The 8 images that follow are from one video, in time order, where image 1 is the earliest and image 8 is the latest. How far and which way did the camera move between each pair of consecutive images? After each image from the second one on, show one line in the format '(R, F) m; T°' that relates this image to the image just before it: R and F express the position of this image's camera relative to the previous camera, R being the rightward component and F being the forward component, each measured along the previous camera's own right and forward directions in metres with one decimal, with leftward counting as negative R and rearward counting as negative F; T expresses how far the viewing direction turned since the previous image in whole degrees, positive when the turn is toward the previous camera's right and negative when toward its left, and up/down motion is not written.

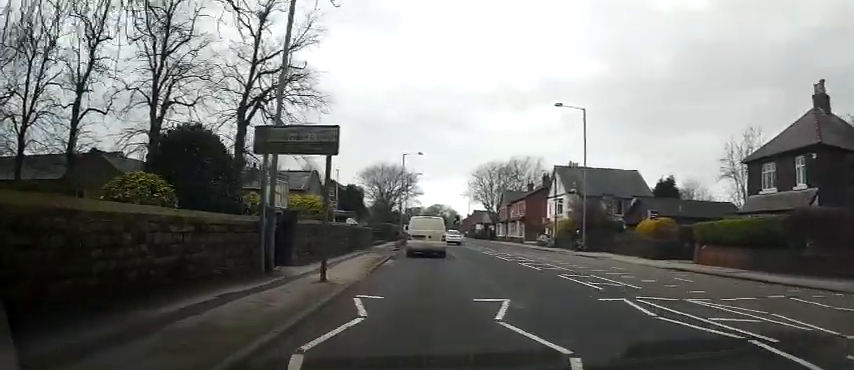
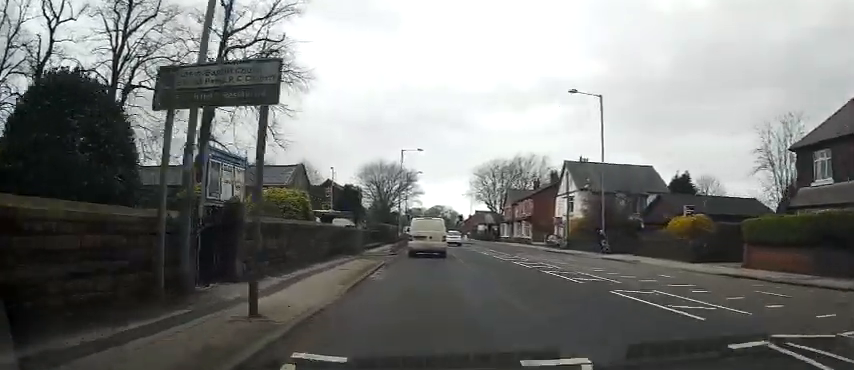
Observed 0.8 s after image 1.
(+0.1, +4.1) m; +5°
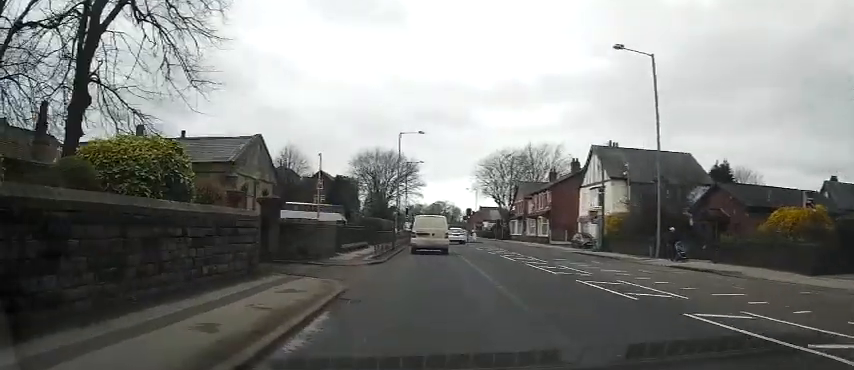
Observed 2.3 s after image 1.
(+0.4, +9.6) m; -1°
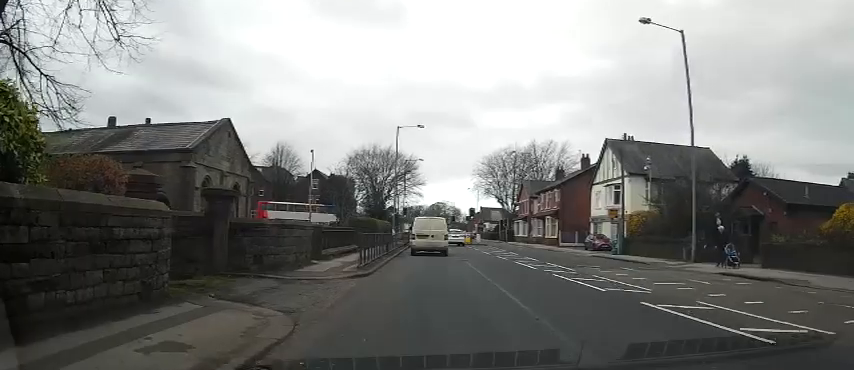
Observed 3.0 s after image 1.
(-0.1, +4.5) m; -4°
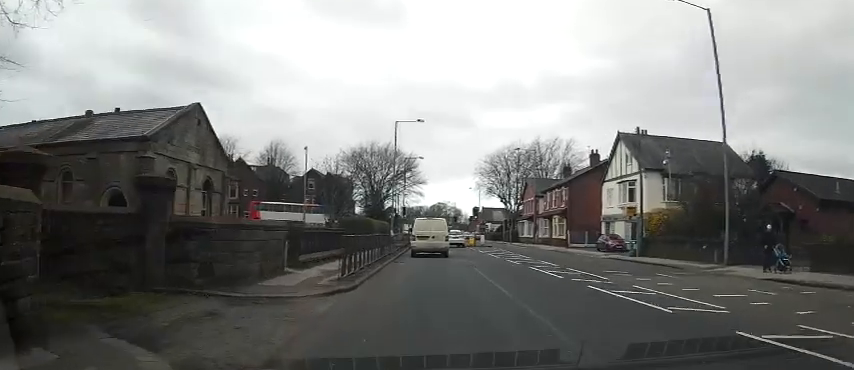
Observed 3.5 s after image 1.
(-0.2, +3.2) m; 0°
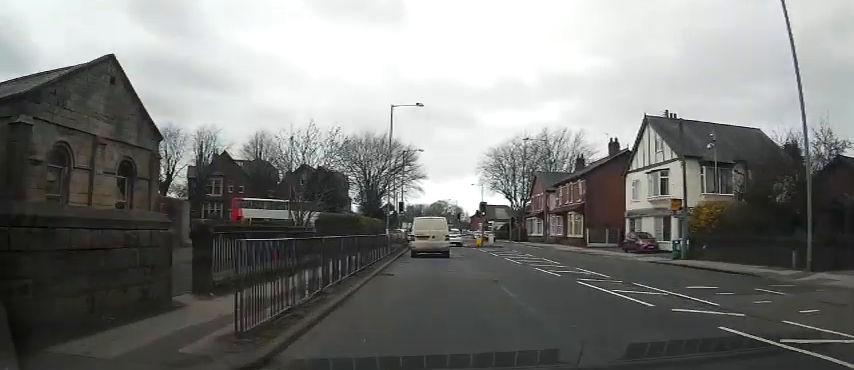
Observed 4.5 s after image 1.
(+0.1, +5.8) m; +2°
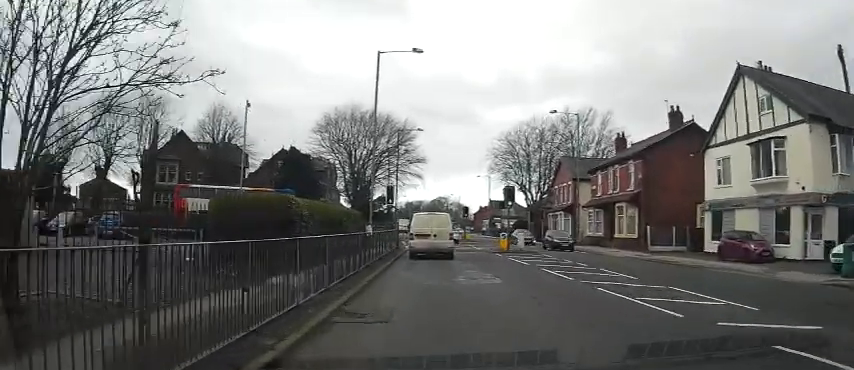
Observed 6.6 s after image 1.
(+0.4, +13.5) m; -1°
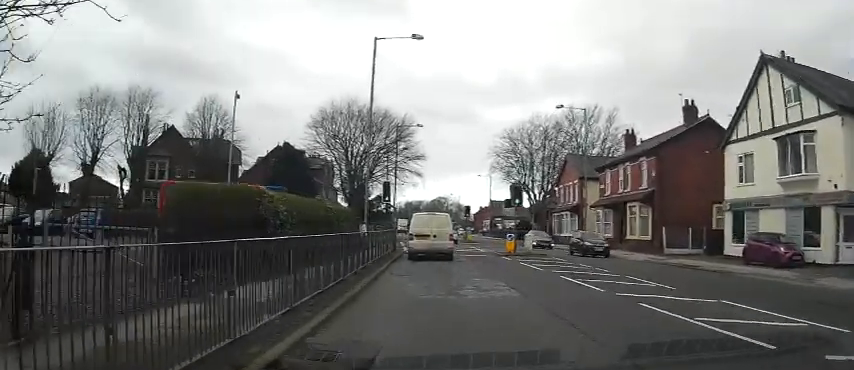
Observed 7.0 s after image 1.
(0.0, +2.6) m; -1°
